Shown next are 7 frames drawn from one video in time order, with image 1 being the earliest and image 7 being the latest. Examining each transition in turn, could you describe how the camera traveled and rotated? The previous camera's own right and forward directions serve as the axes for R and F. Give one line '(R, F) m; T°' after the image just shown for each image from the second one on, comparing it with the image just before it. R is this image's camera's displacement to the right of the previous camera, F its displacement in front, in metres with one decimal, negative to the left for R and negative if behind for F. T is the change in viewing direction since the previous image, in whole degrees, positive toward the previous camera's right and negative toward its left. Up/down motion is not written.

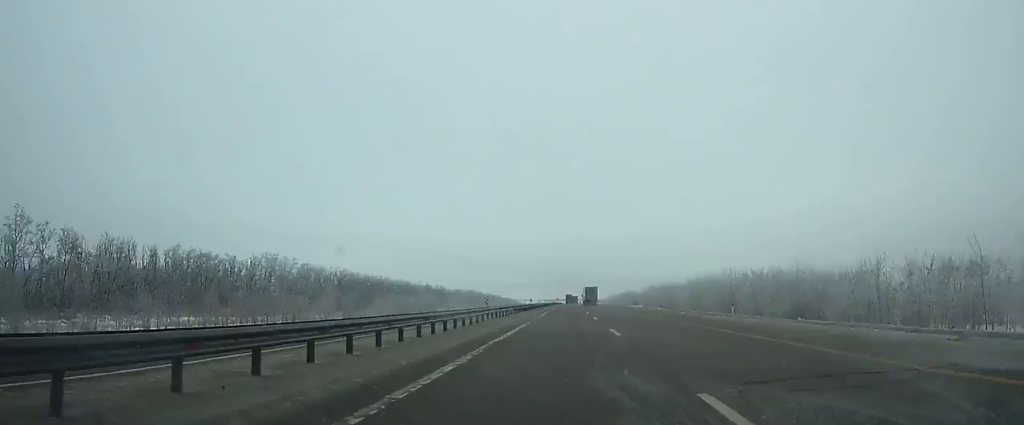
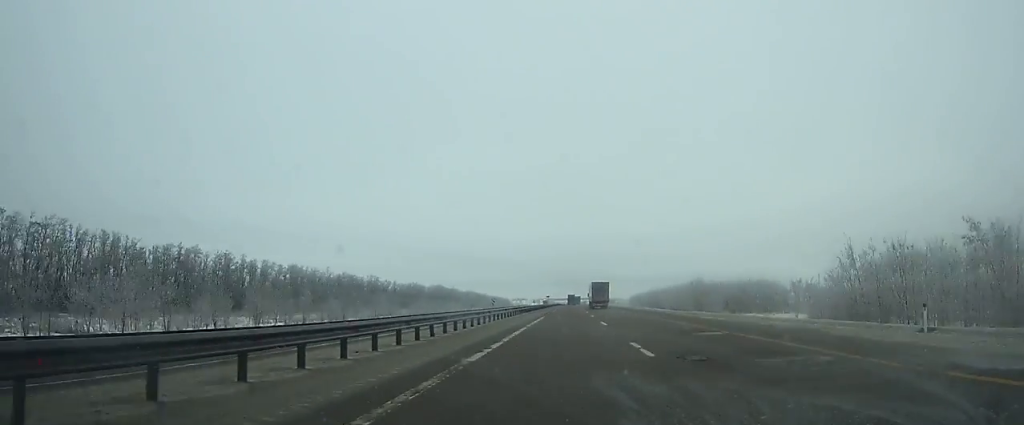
(-0.3, +118.6) m; 0°
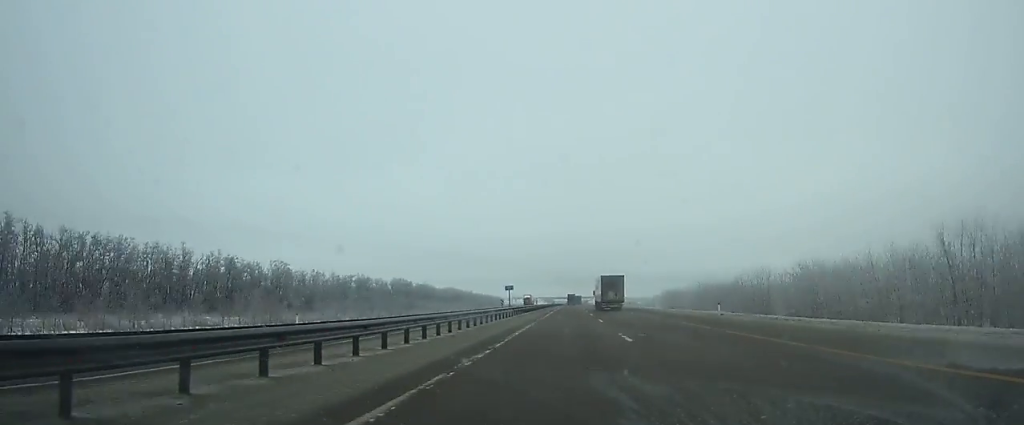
(0.0, +75.3) m; 0°
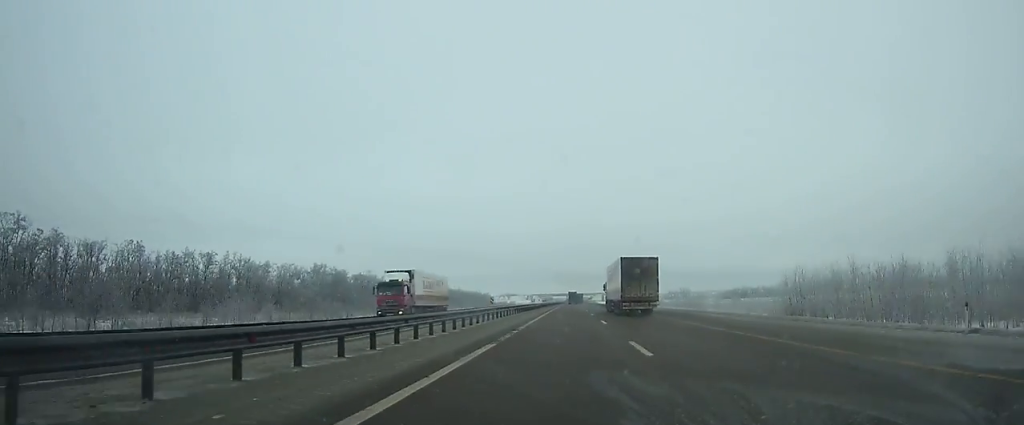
(0.0, +84.1) m; 0°
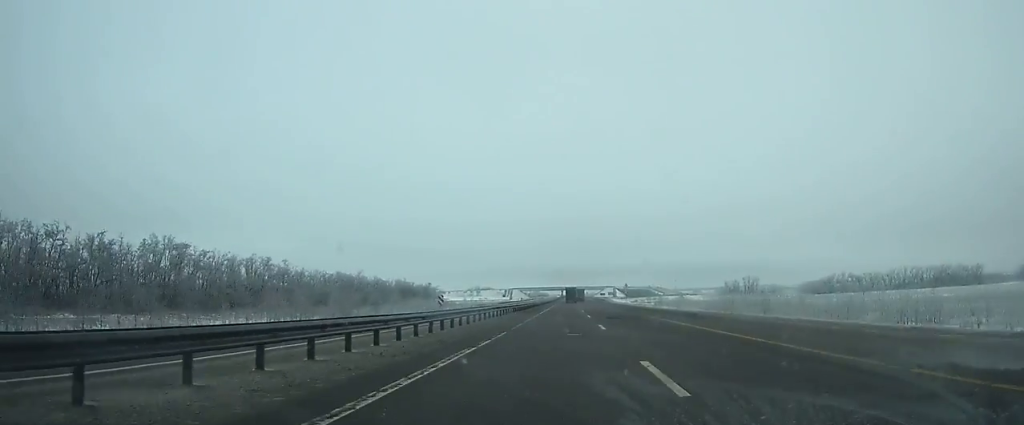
(+0.3, +214.0) m; 0°
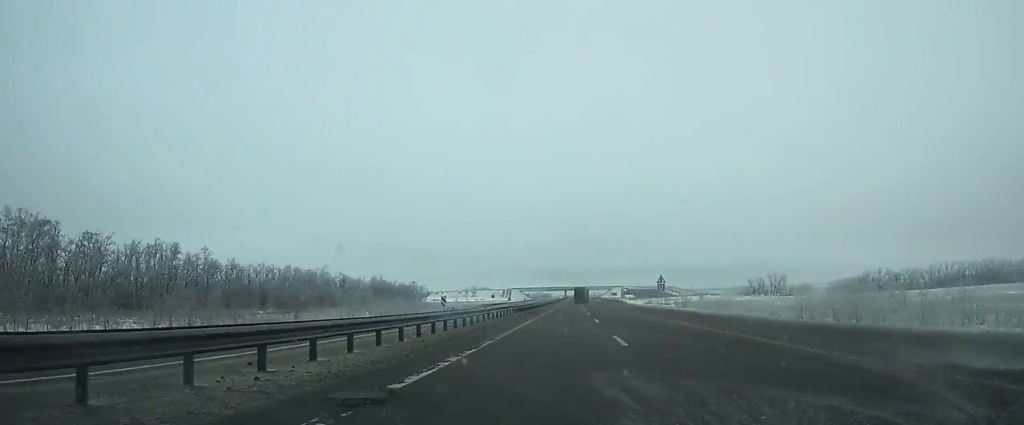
(0.0, +41.9) m; 0°
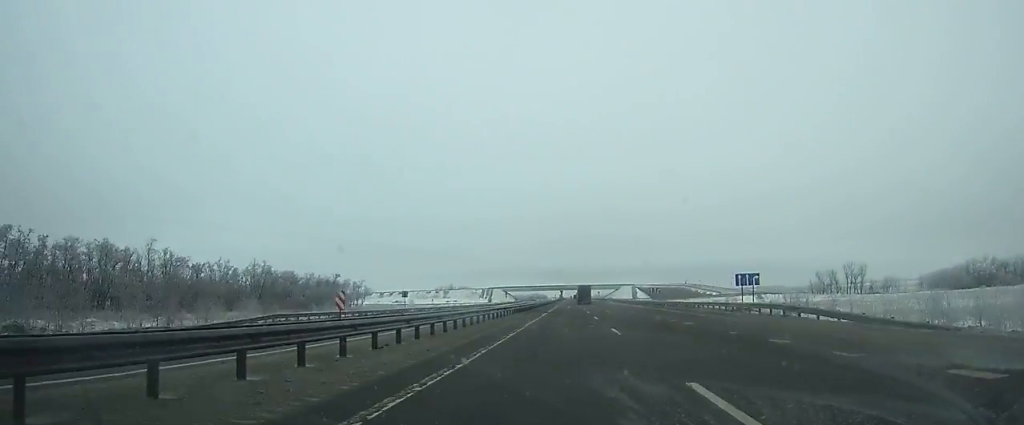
(+0.1, +96.9) m; 0°
